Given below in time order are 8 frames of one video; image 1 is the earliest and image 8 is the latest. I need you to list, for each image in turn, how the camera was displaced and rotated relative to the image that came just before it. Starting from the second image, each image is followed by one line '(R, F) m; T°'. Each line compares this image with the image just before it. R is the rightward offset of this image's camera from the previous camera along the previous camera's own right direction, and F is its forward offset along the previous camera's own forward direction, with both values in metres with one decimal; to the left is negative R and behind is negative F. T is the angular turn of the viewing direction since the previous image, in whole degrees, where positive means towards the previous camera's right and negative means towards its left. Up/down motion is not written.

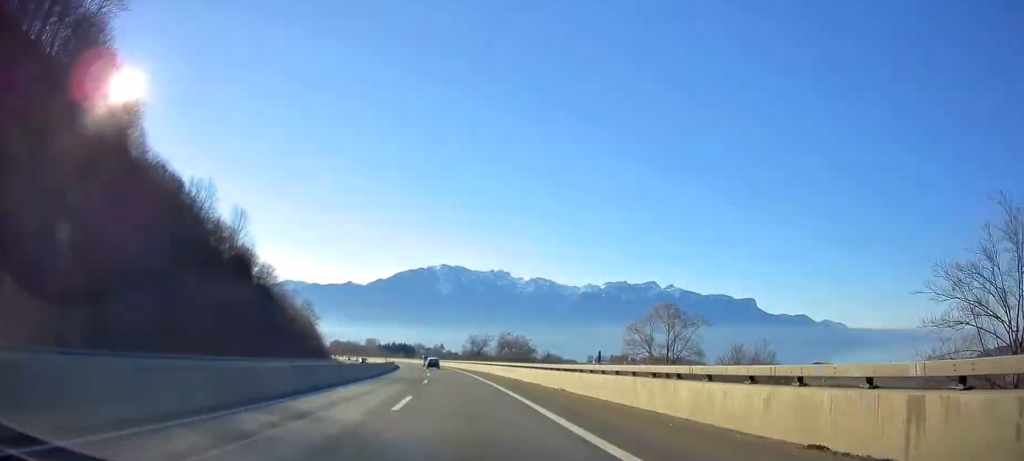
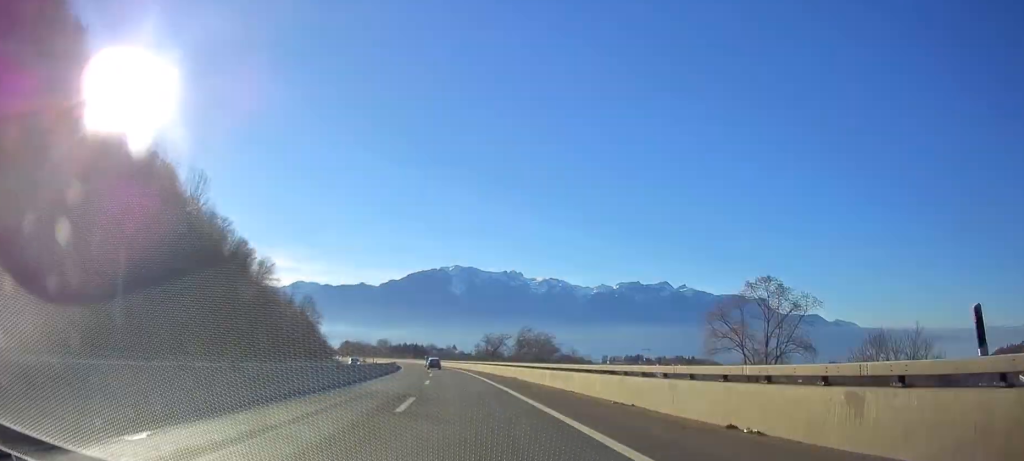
(-0.2, +19.0) m; -1°
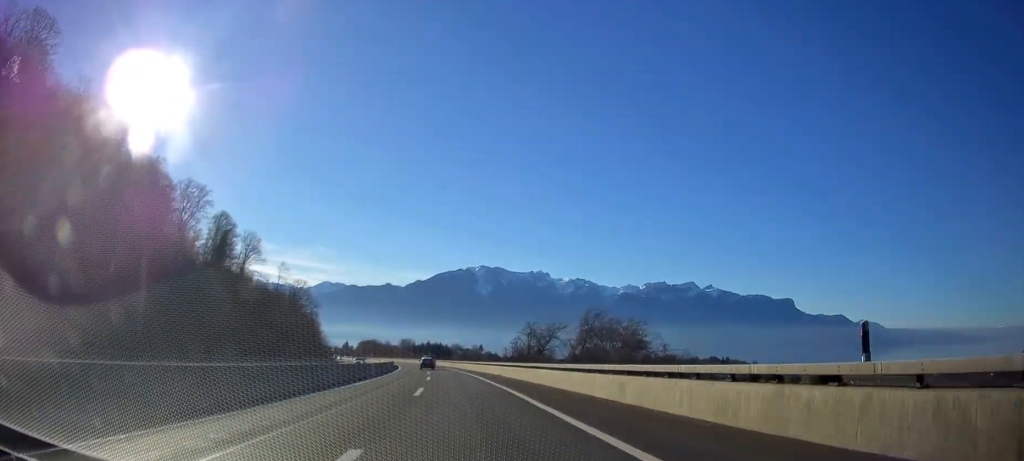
(-1.0, +47.4) m; -2°
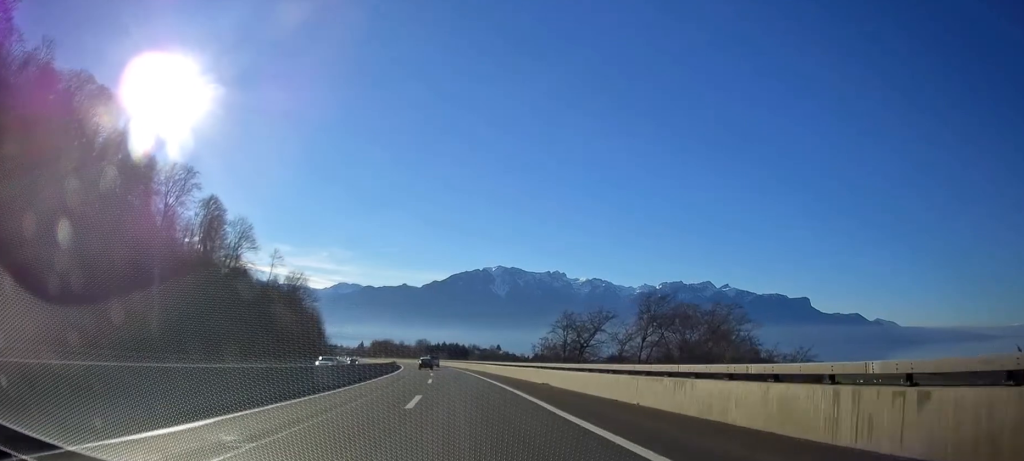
(-0.2, +22.9) m; -1°
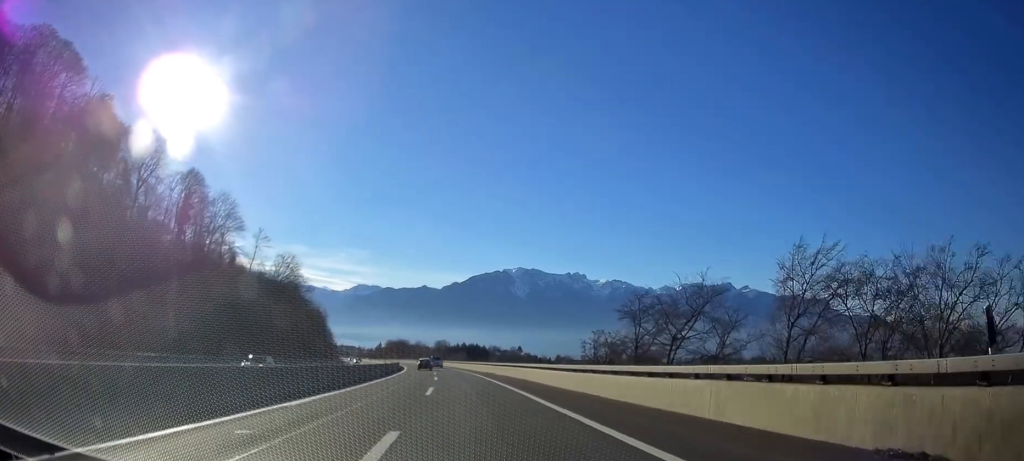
(-0.4, +29.3) m; -2°
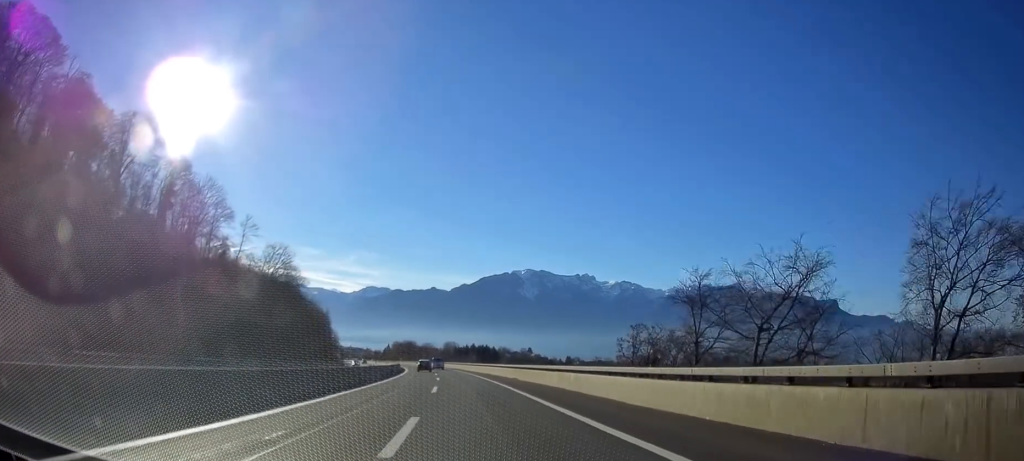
(-0.2, +14.0) m; -1°
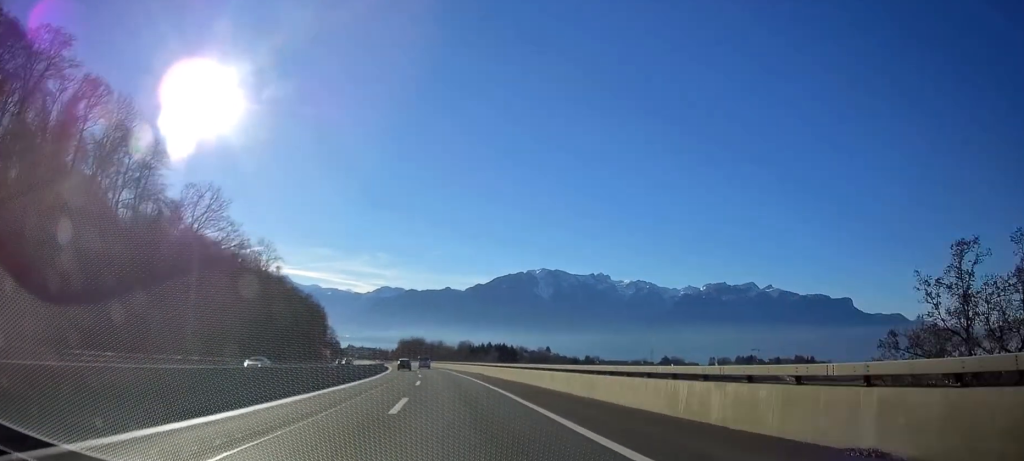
(-0.8, +47.2) m; -2°
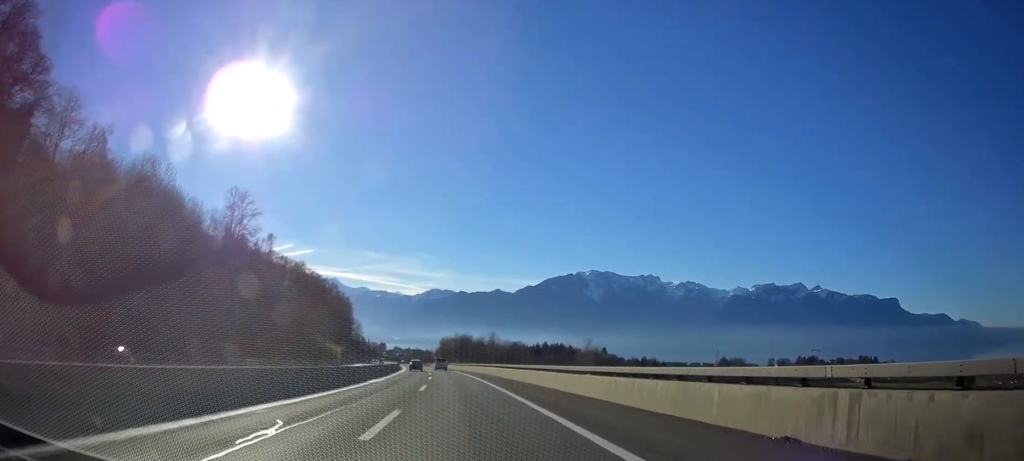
(-1.9, +59.6) m; -4°
